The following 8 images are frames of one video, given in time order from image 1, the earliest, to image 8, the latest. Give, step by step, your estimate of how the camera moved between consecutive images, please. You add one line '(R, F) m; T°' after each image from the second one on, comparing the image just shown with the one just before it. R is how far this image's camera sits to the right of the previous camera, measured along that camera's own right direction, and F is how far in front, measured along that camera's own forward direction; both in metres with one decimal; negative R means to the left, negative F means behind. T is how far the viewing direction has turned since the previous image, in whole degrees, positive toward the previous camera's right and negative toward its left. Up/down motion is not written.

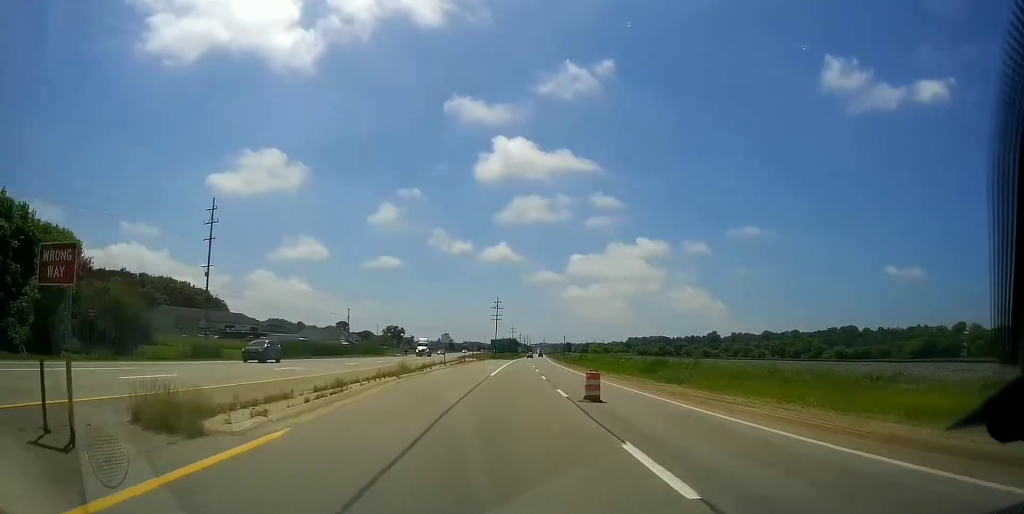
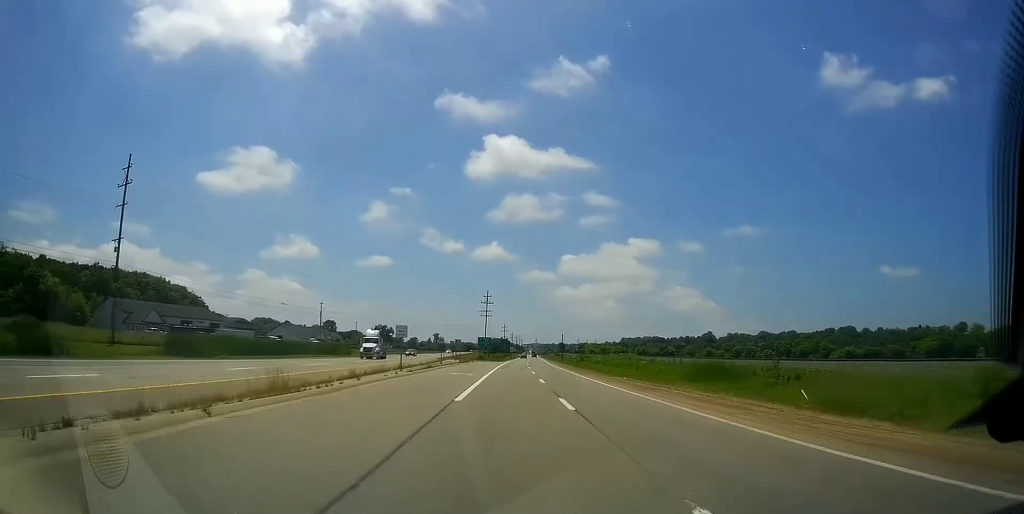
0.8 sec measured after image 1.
(+0.5, +19.7) m; +1°
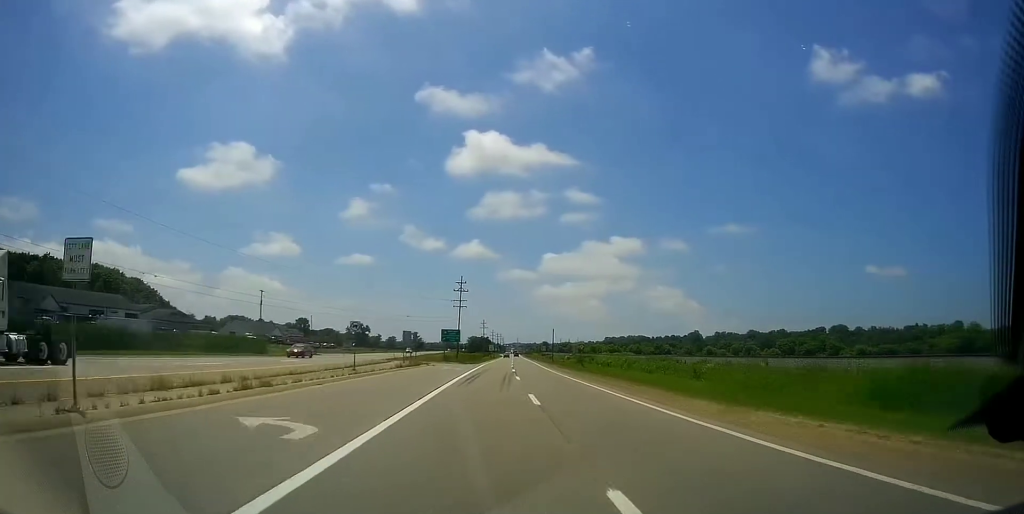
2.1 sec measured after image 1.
(-0.1, +29.3) m; +1°
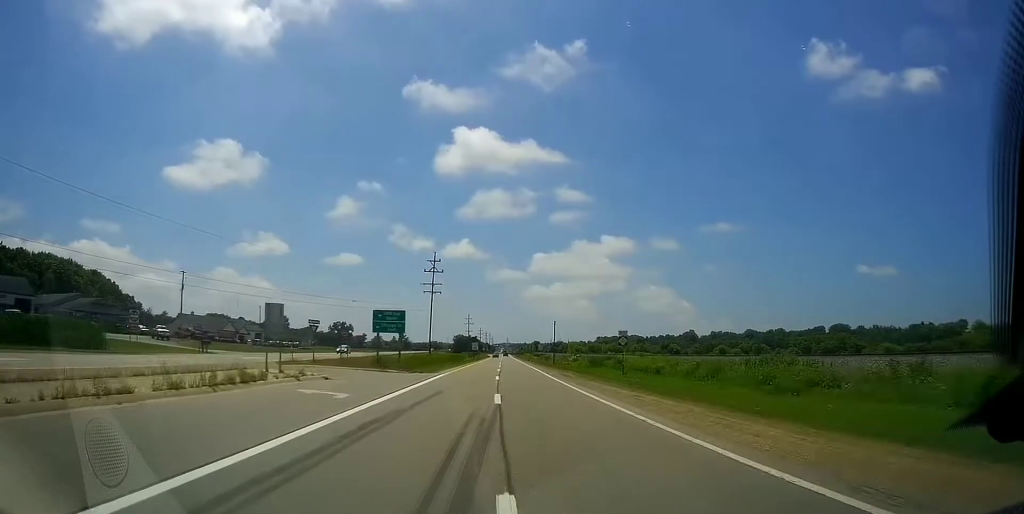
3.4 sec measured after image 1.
(+0.8, +31.6) m; +2°
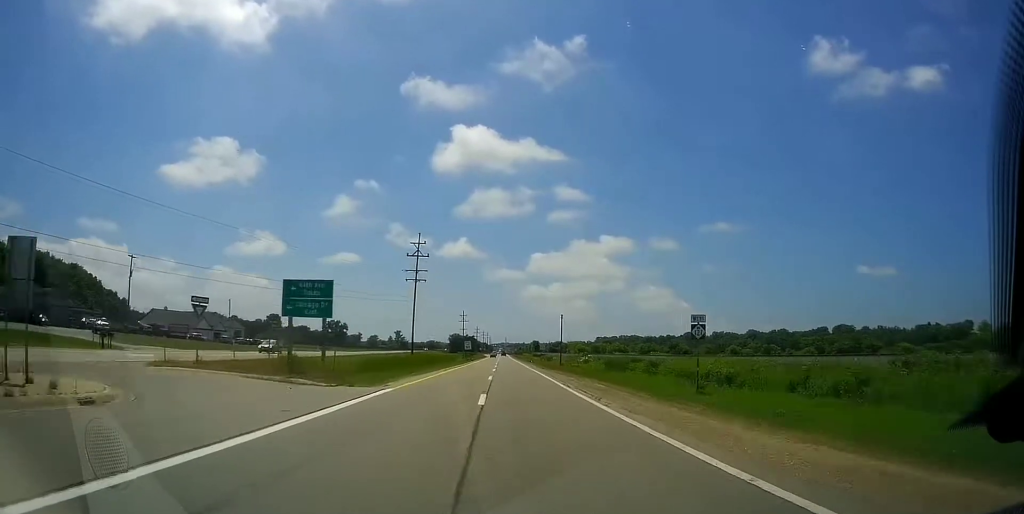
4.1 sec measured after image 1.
(-0.1, +15.9) m; 0°
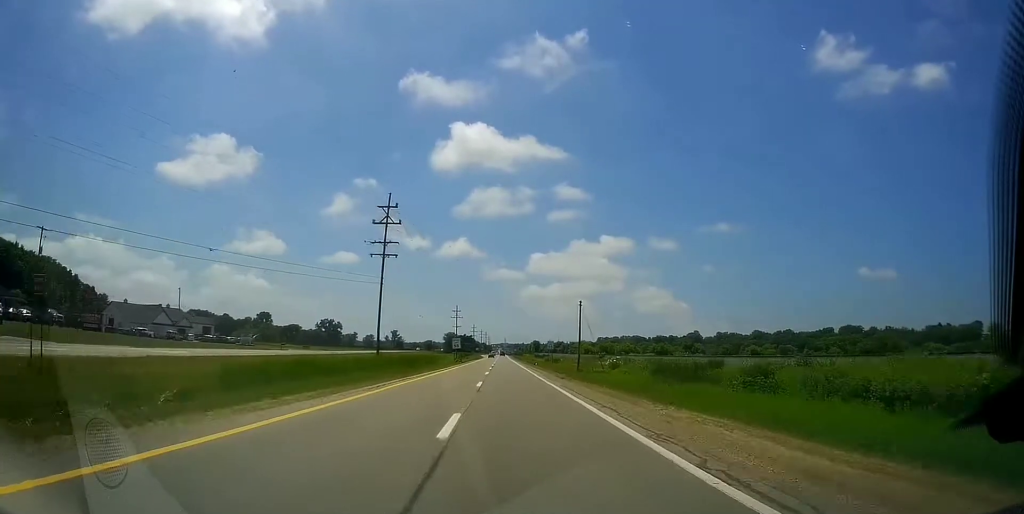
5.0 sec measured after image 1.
(0.0, +22.2) m; 0°
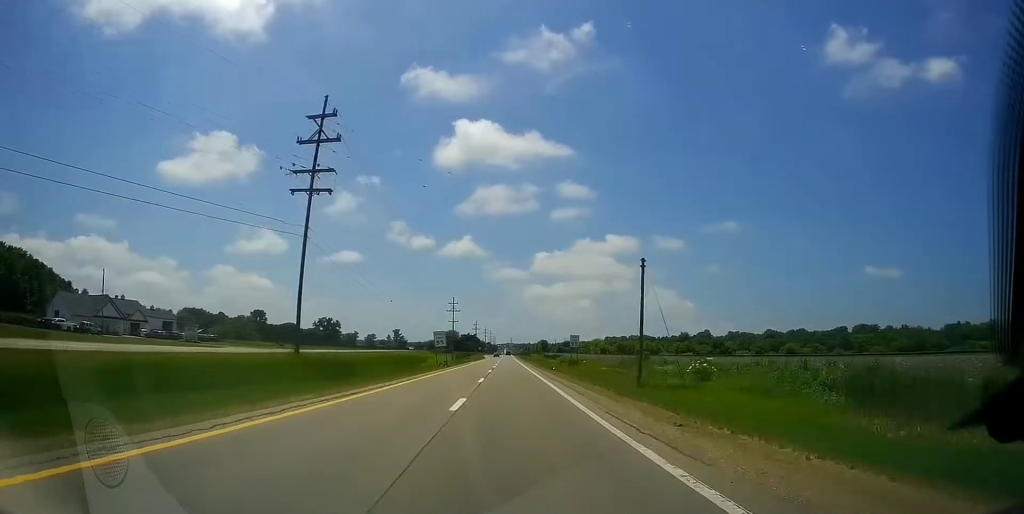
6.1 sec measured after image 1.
(0.0, +25.5) m; -1°
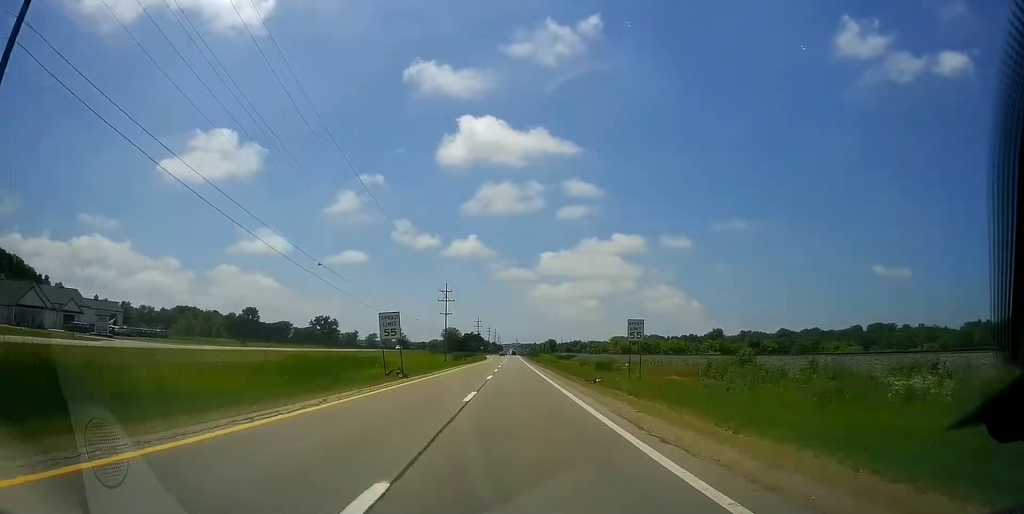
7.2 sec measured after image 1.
(-0.3, +28.1) m; -1°
